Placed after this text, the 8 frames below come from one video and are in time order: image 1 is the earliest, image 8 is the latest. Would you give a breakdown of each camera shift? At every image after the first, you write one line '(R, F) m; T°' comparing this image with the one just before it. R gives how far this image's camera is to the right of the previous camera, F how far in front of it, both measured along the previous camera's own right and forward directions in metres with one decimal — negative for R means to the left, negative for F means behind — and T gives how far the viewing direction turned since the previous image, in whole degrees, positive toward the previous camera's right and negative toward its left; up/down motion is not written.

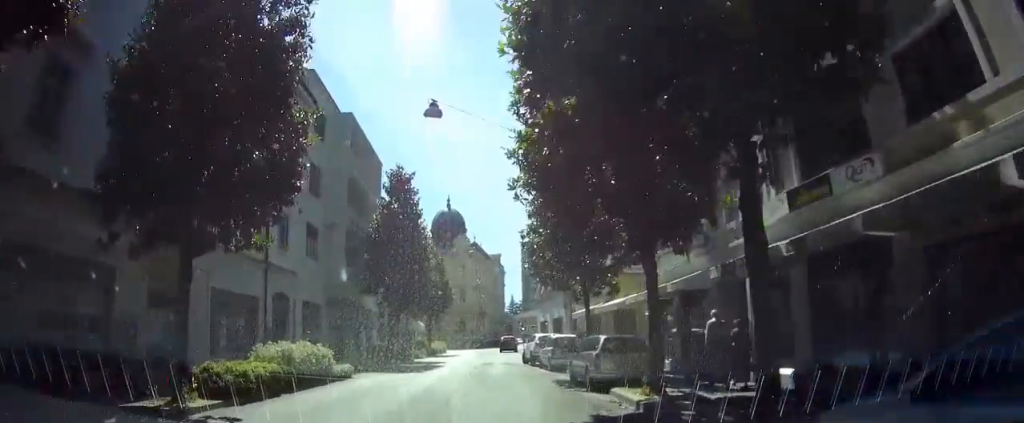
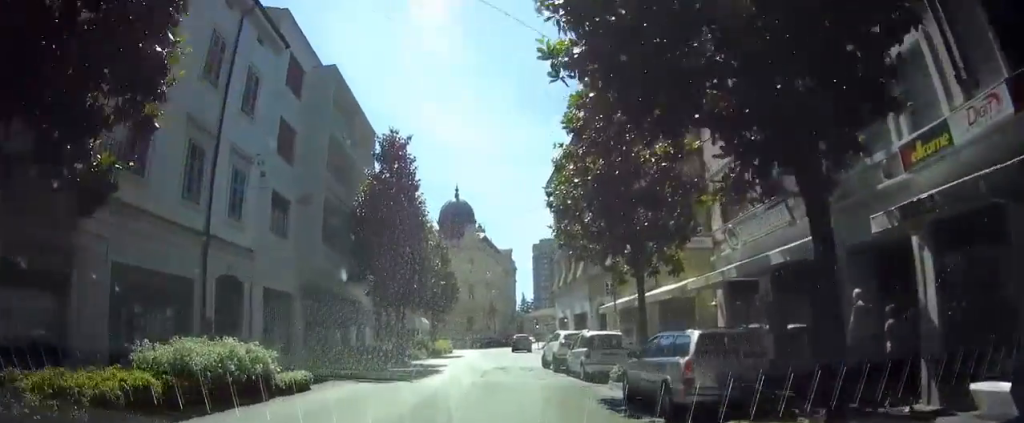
(0.0, +4.5) m; -1°
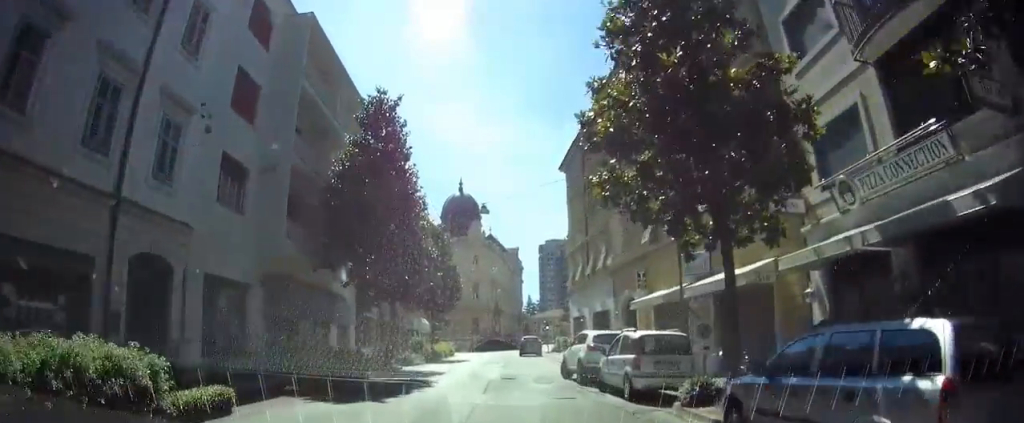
(-0.2, +4.0) m; +1°
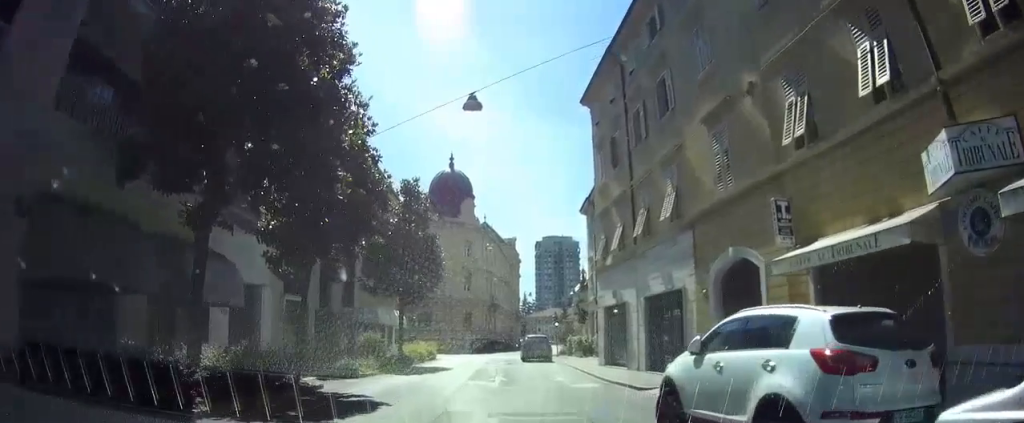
(+0.6, +9.1) m; +5°
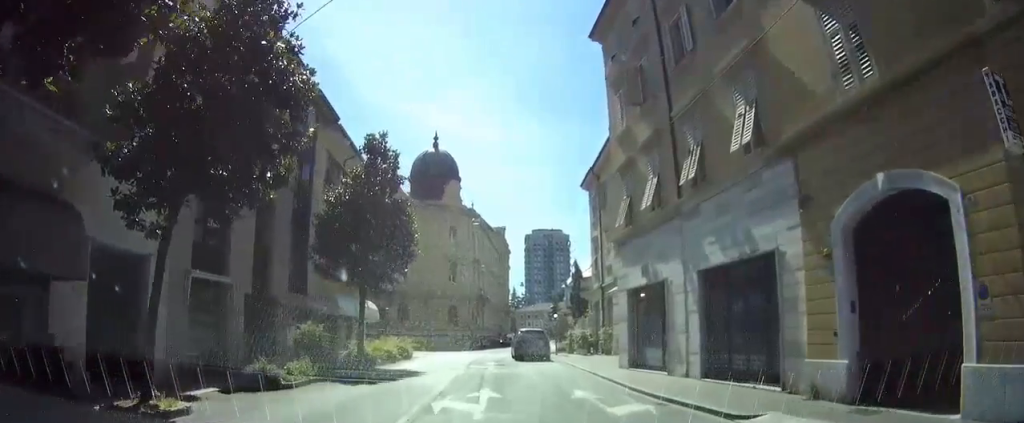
(0.0, +5.4) m; 0°
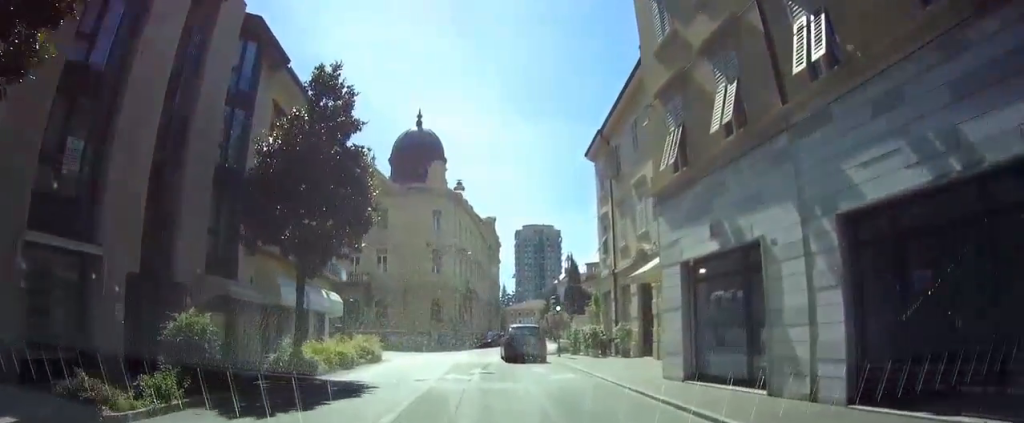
(0.0, +5.4) m; 0°
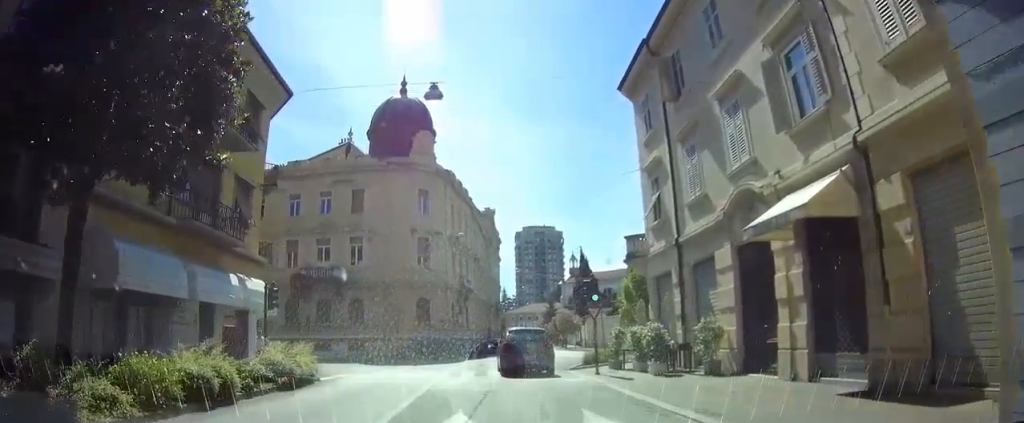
(0.0, +9.4) m; 0°
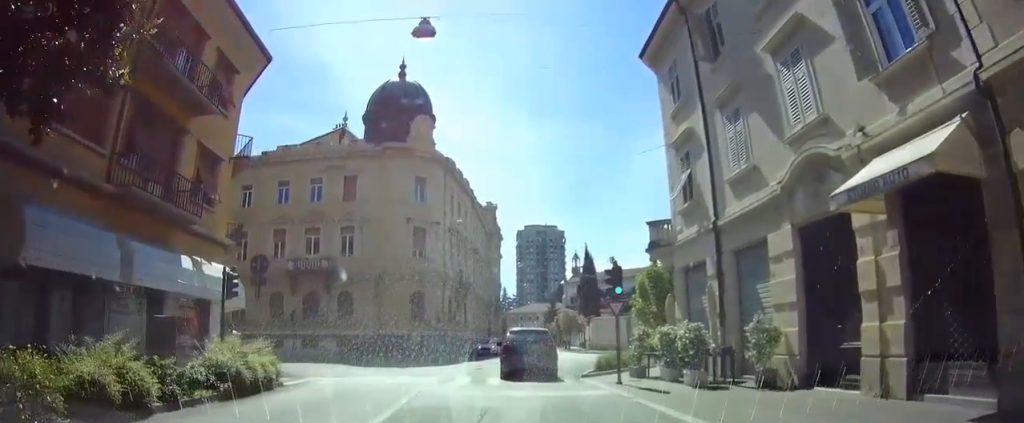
(0.0, +3.4) m; 0°
